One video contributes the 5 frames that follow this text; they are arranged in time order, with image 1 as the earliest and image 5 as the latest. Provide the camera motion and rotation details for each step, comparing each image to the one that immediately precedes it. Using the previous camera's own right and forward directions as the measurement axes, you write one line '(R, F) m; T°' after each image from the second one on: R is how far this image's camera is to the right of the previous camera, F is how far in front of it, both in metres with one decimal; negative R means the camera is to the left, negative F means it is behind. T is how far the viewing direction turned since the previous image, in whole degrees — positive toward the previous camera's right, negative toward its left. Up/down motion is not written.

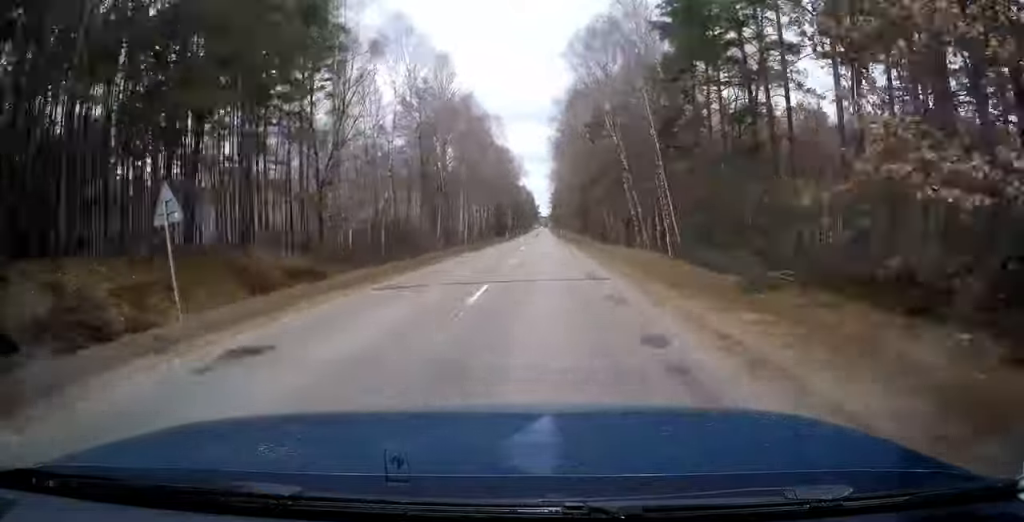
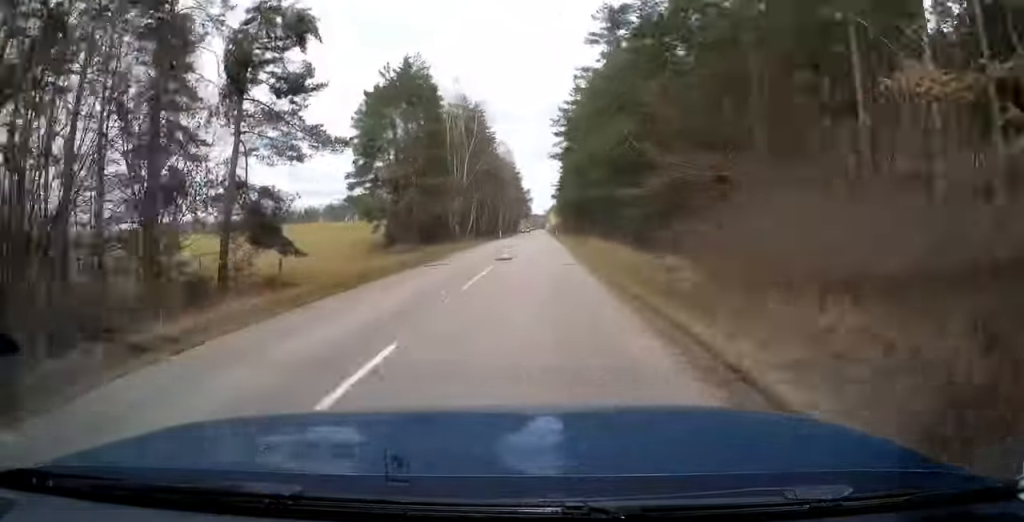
(-0.1, +210.5) m; 0°
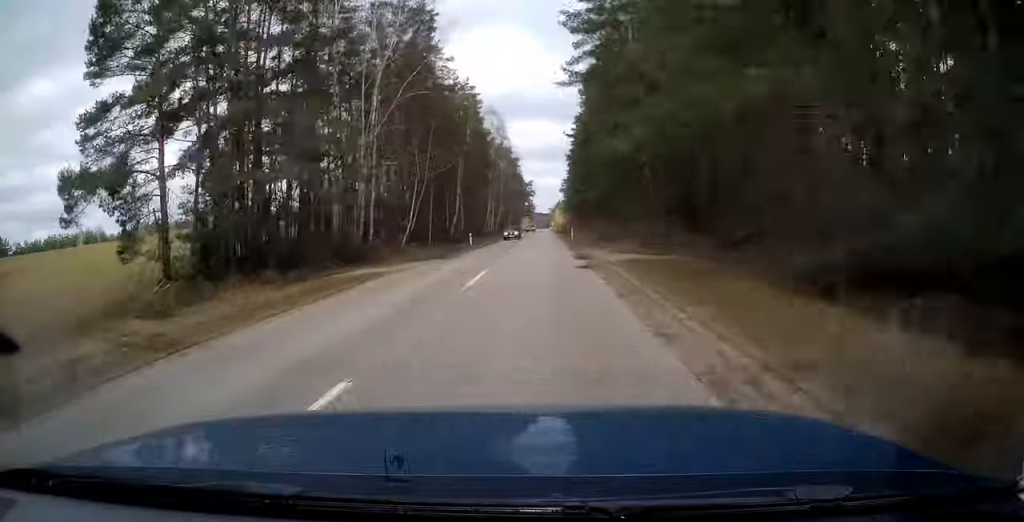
(+0.3, +39.9) m; 0°
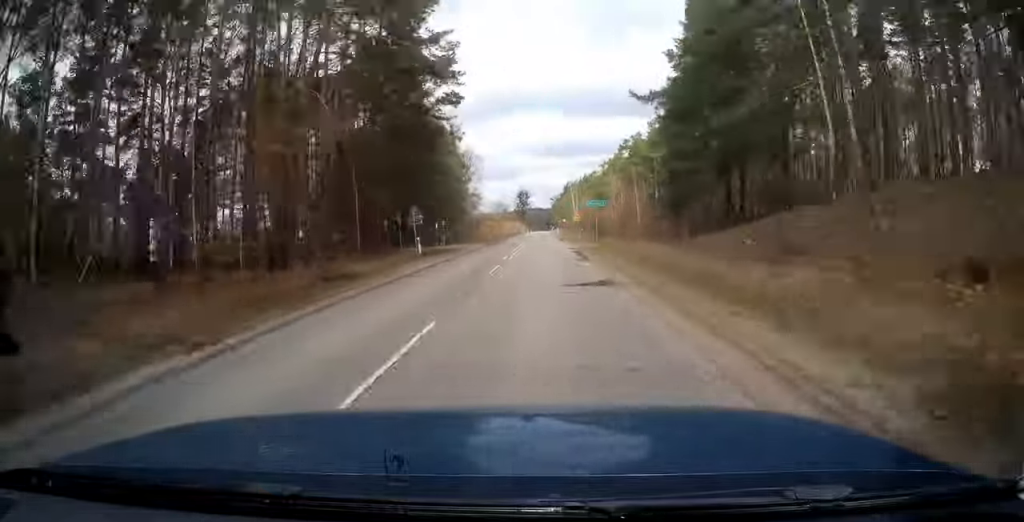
(-1.1, +202.2) m; 0°
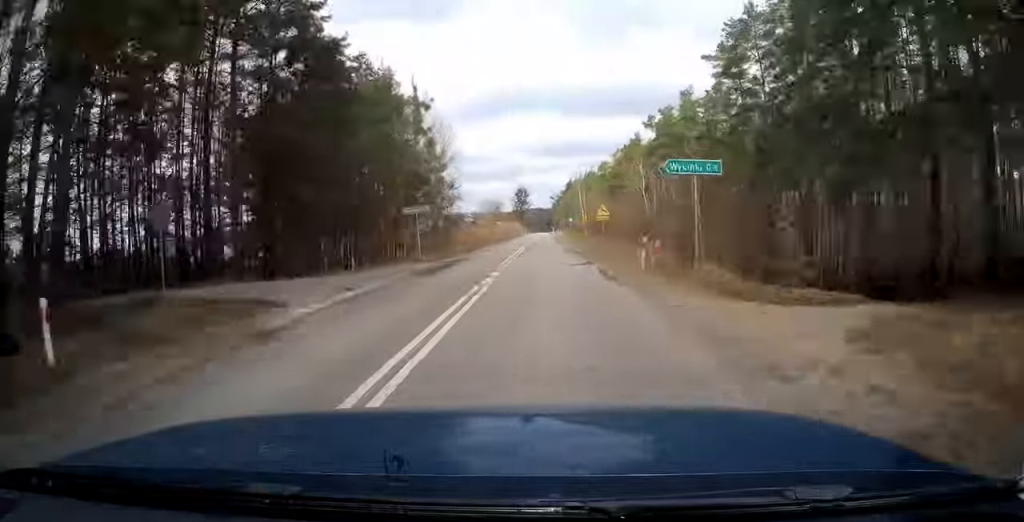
(0.0, +28.8) m; 0°
